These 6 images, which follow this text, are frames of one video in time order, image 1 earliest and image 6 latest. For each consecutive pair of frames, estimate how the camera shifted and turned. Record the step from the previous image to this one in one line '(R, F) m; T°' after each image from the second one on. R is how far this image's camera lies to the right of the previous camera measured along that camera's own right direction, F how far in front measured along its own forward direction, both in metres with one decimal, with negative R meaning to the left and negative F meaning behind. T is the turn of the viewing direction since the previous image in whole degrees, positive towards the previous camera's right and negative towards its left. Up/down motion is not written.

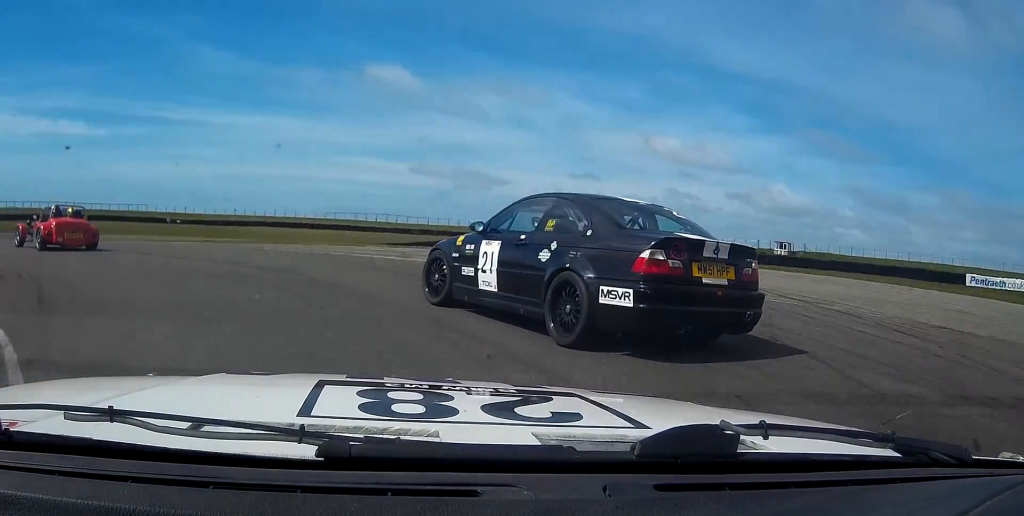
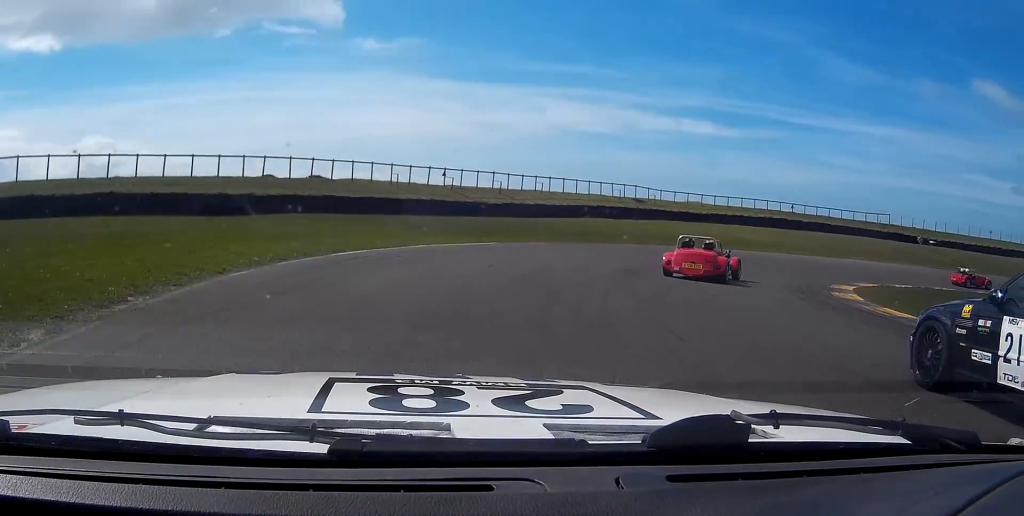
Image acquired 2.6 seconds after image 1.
(-23.3, +30.6) m; -41°
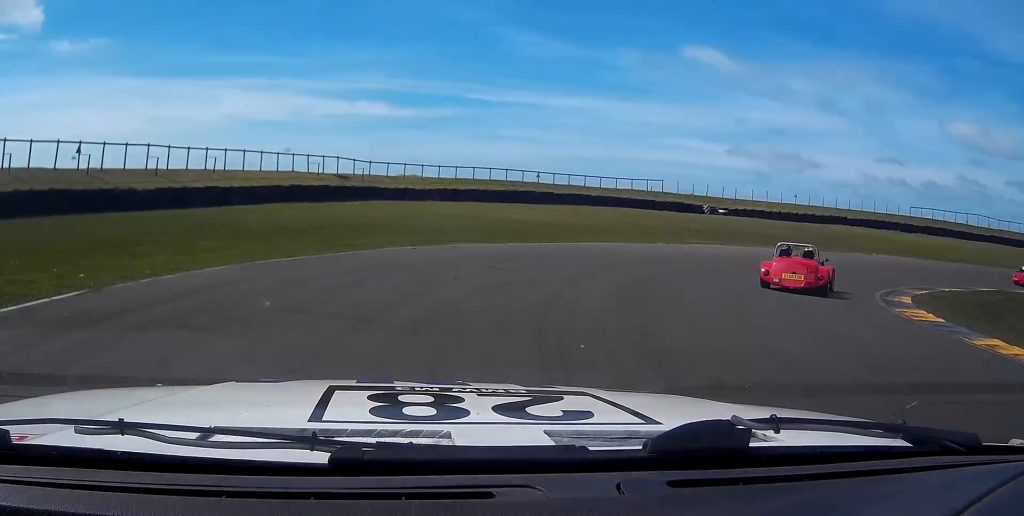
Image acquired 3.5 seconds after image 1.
(+2.1, +17.4) m; +20°
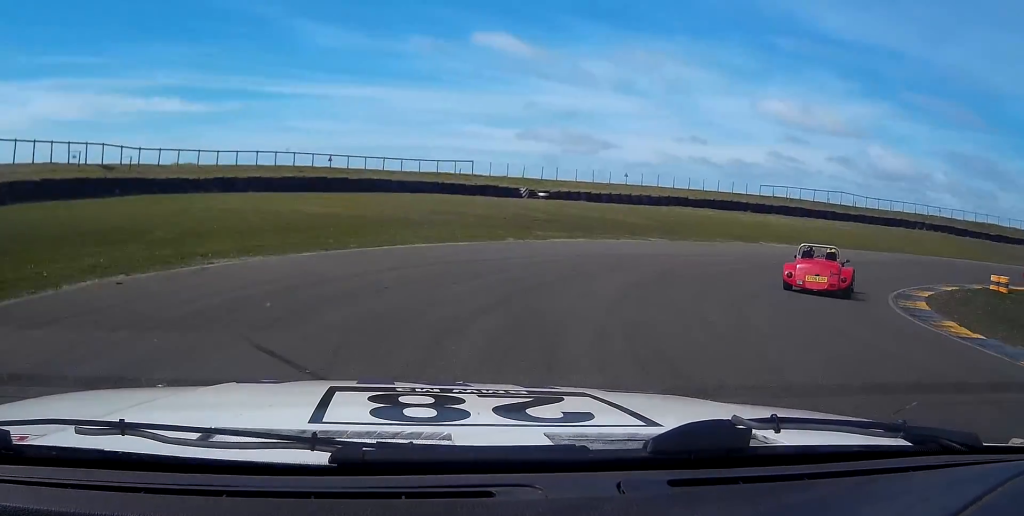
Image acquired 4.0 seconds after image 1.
(+0.7, +9.0) m; +15°
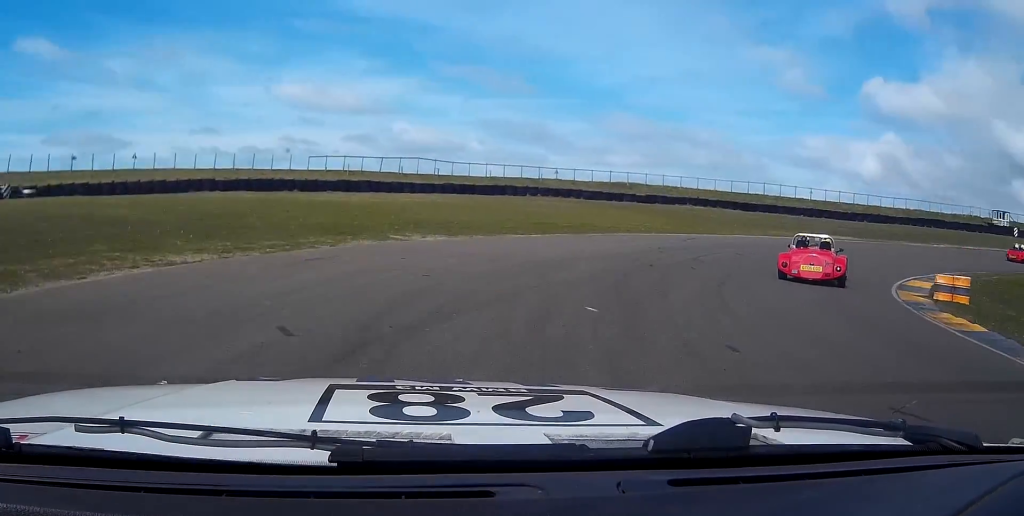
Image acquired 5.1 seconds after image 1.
(+6.4, +18.0) m; +38°
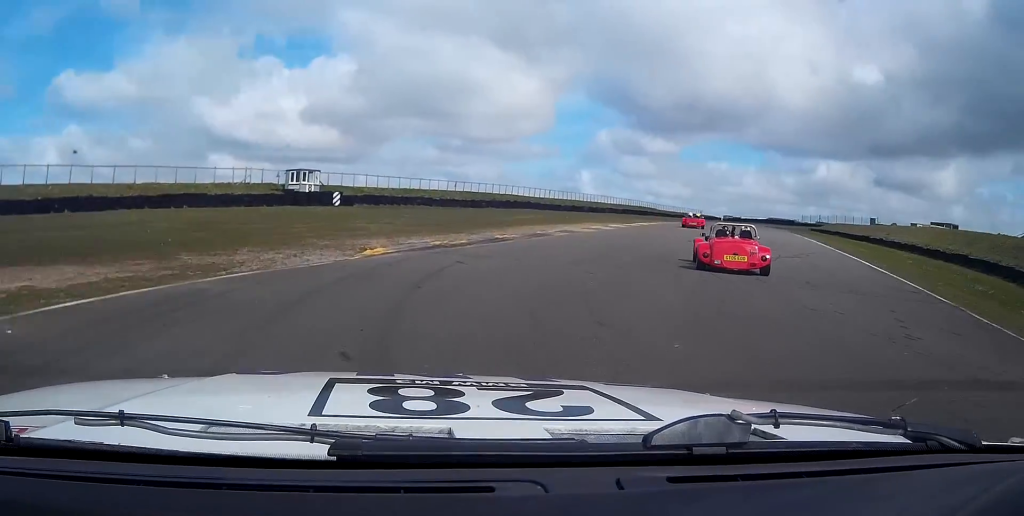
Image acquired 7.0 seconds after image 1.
(+17.8, +27.1) m; +64°
